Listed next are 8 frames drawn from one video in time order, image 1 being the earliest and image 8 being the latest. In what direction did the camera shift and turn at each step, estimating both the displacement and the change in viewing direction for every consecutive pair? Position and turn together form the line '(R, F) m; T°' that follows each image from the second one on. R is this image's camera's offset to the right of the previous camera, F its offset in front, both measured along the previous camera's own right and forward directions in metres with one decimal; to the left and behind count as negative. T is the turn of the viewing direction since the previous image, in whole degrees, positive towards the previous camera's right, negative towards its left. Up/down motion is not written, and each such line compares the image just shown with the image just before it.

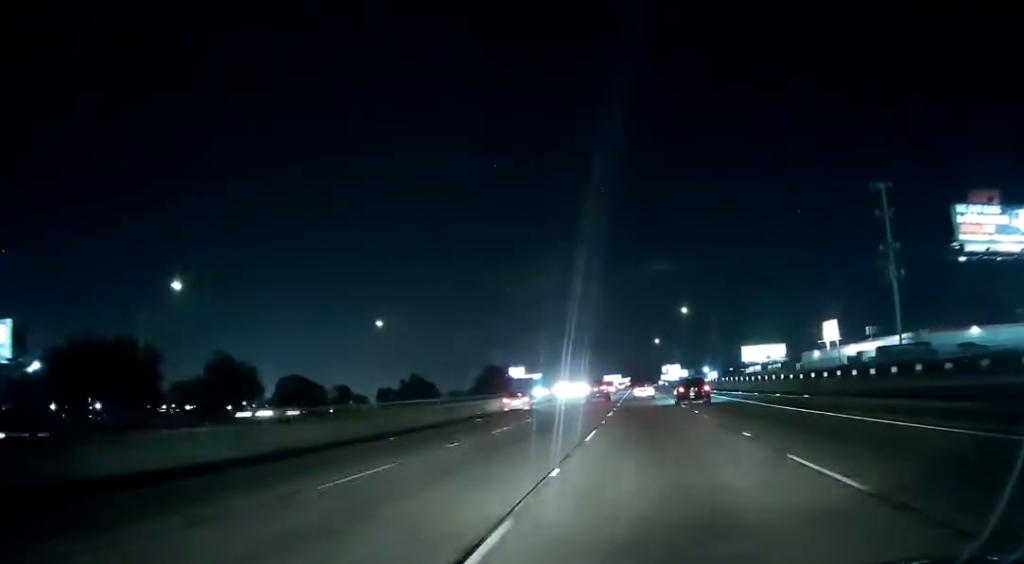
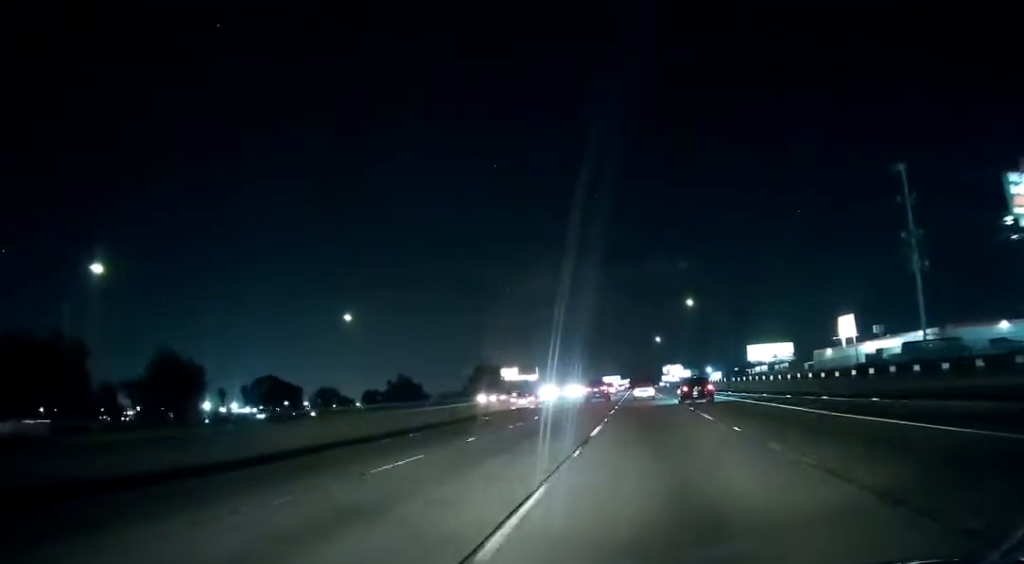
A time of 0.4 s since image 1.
(+0.1, +9.7) m; 0°
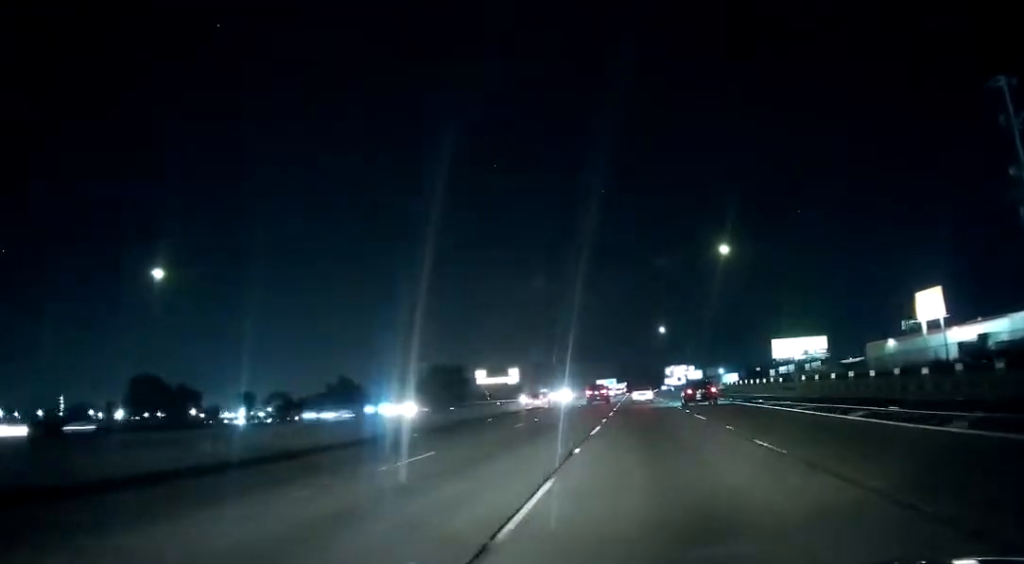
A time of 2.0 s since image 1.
(-0.3, +35.4) m; 0°
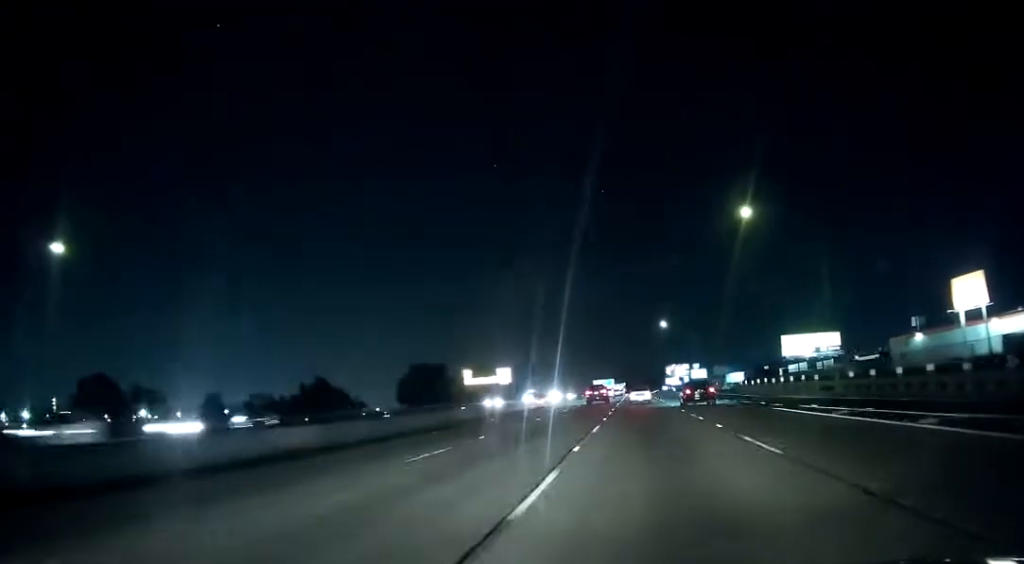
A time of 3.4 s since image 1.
(+0.3, +37.6) m; 0°
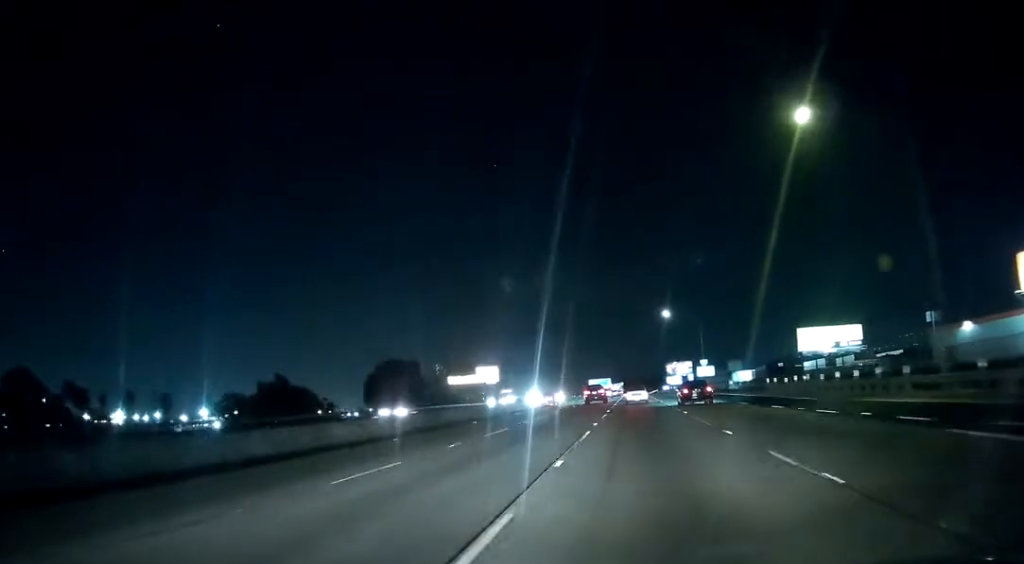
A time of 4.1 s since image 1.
(-0.3, +17.1) m; 0°
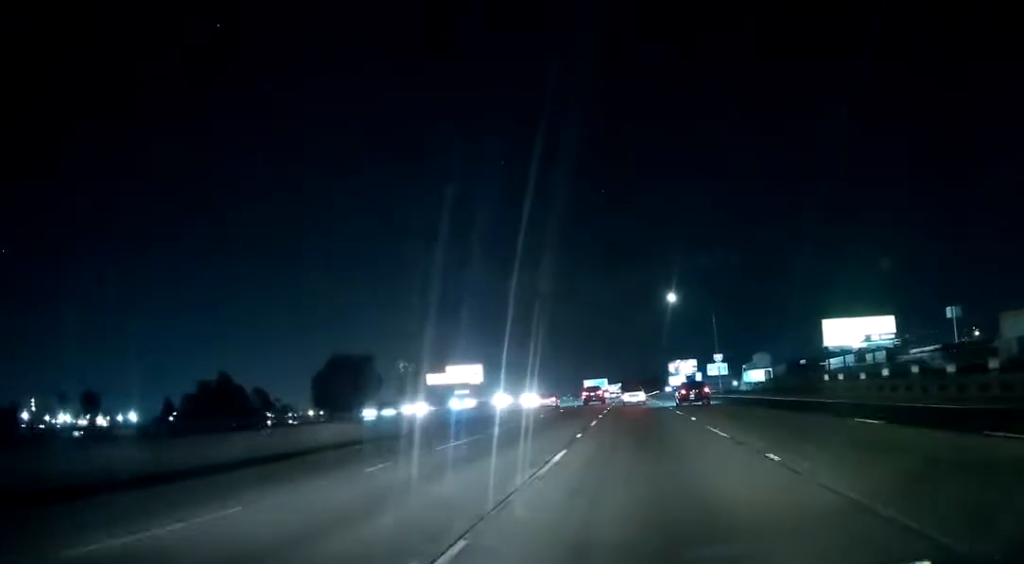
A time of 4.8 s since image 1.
(+0.1, +20.9) m; +1°
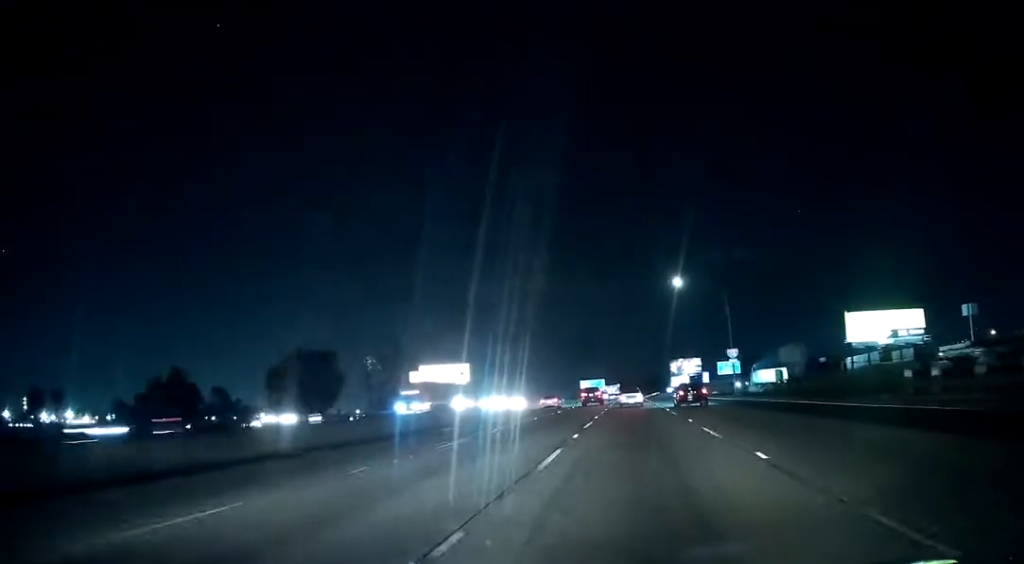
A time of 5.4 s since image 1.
(+0.2, +14.7) m; +1°
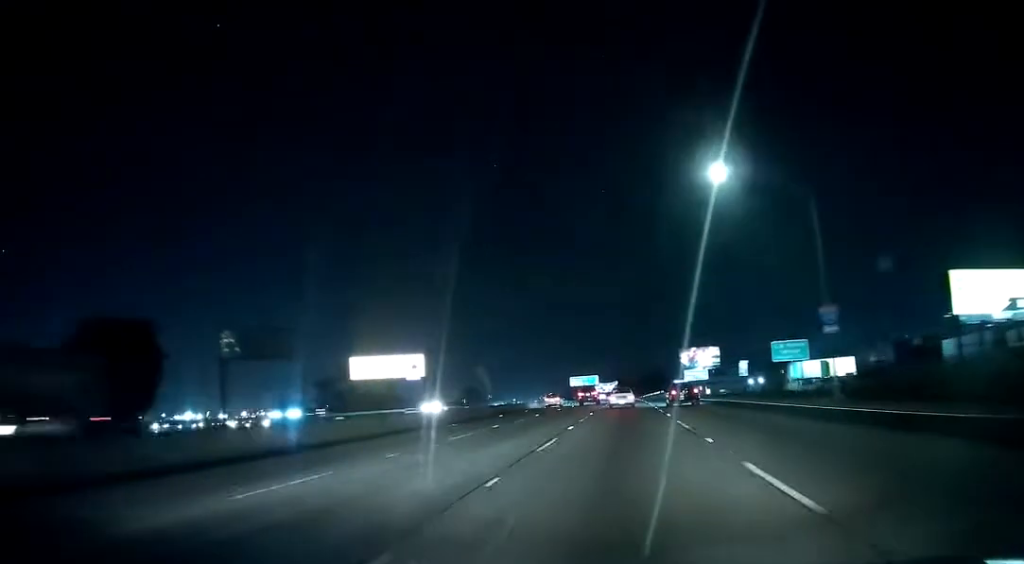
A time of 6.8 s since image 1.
(0.0, +38.8) m; -1°
